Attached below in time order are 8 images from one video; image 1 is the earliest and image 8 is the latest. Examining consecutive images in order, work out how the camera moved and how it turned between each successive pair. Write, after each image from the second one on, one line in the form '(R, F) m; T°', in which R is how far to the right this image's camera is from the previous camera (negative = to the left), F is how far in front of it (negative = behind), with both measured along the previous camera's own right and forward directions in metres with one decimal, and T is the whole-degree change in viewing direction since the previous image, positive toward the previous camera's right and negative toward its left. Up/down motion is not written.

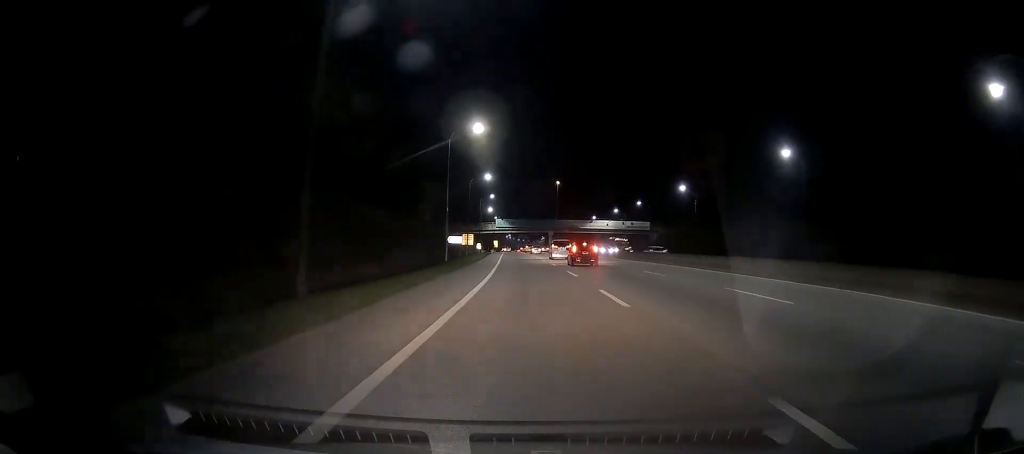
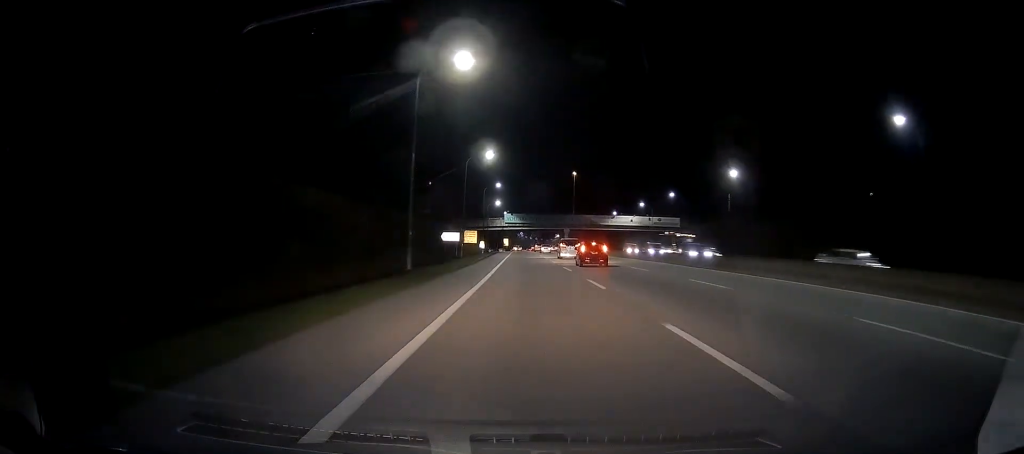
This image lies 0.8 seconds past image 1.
(-0.3, +19.7) m; -2°
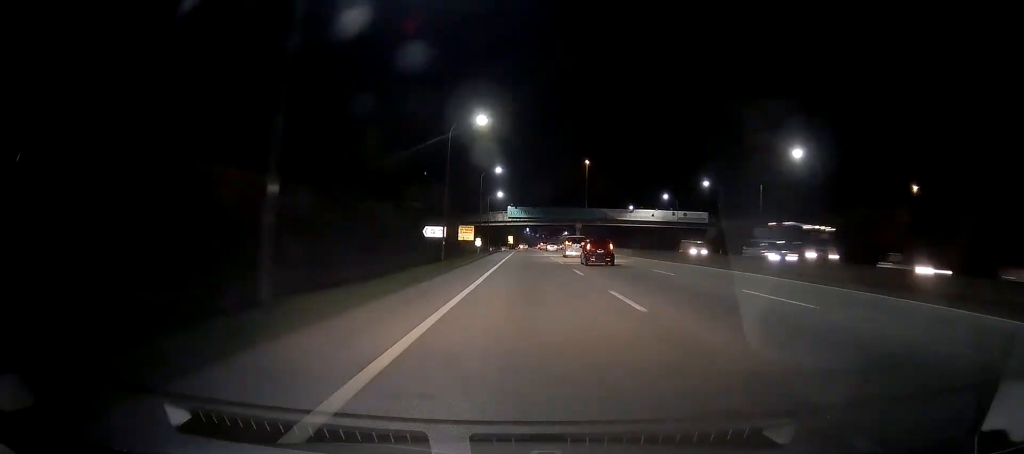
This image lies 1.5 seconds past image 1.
(-0.4, +18.0) m; -2°
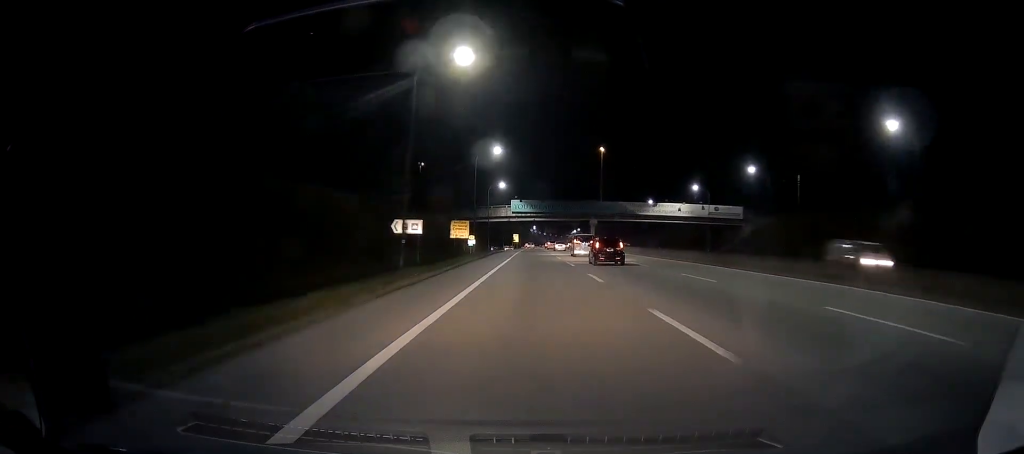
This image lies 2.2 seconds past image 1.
(0.0, +17.2) m; -2°
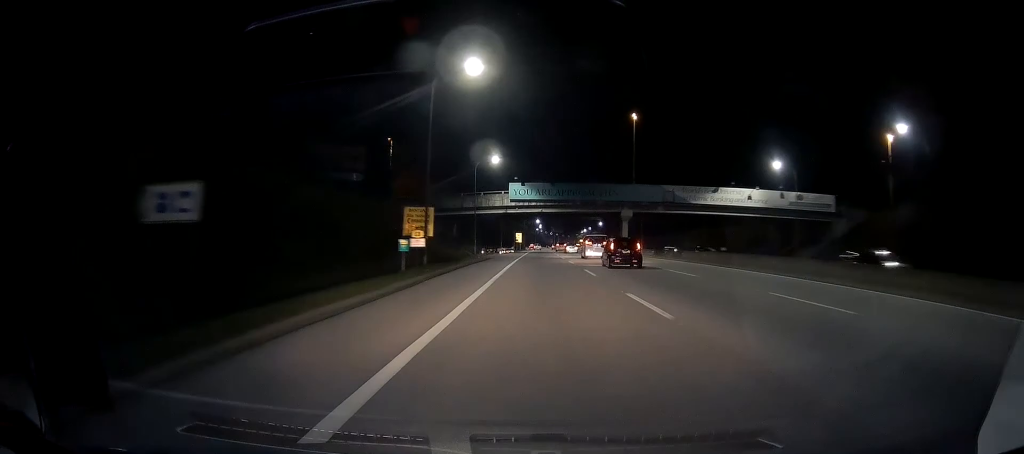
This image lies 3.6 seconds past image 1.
(-0.9, +33.3) m; -1°
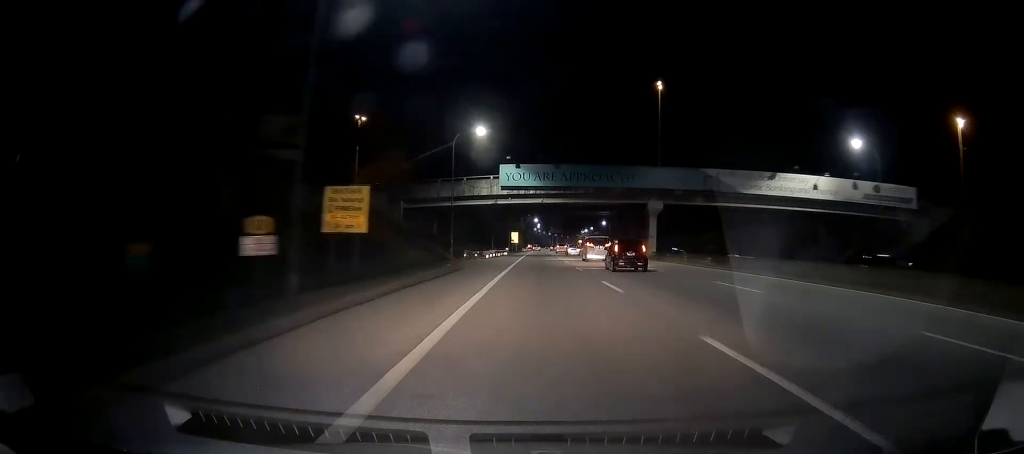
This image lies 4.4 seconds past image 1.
(+0.4, +19.2) m; +1°
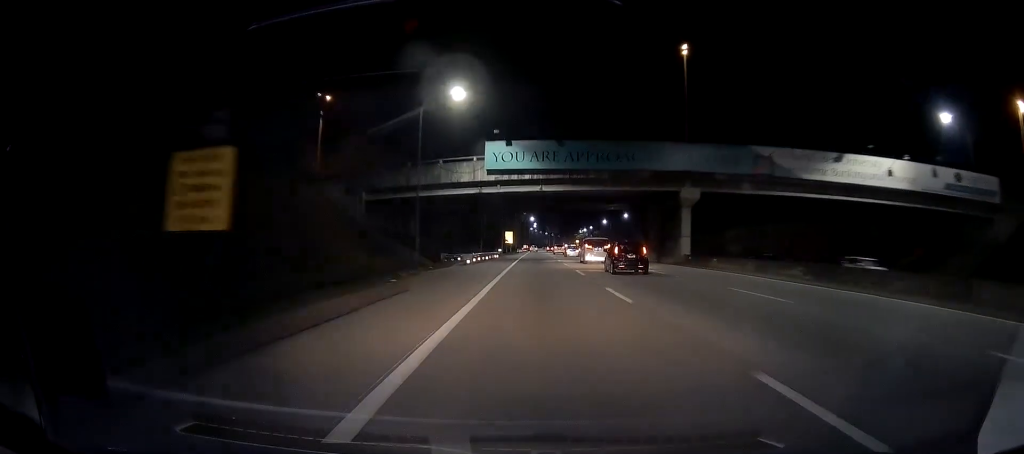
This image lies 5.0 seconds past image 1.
(-0.1, +14.1) m; 0°
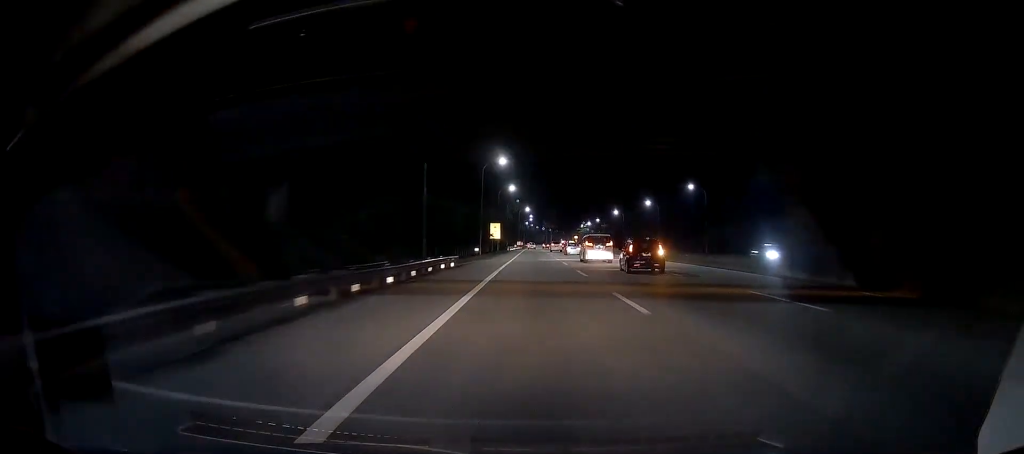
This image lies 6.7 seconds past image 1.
(+0.2, +39.5) m; +1°
